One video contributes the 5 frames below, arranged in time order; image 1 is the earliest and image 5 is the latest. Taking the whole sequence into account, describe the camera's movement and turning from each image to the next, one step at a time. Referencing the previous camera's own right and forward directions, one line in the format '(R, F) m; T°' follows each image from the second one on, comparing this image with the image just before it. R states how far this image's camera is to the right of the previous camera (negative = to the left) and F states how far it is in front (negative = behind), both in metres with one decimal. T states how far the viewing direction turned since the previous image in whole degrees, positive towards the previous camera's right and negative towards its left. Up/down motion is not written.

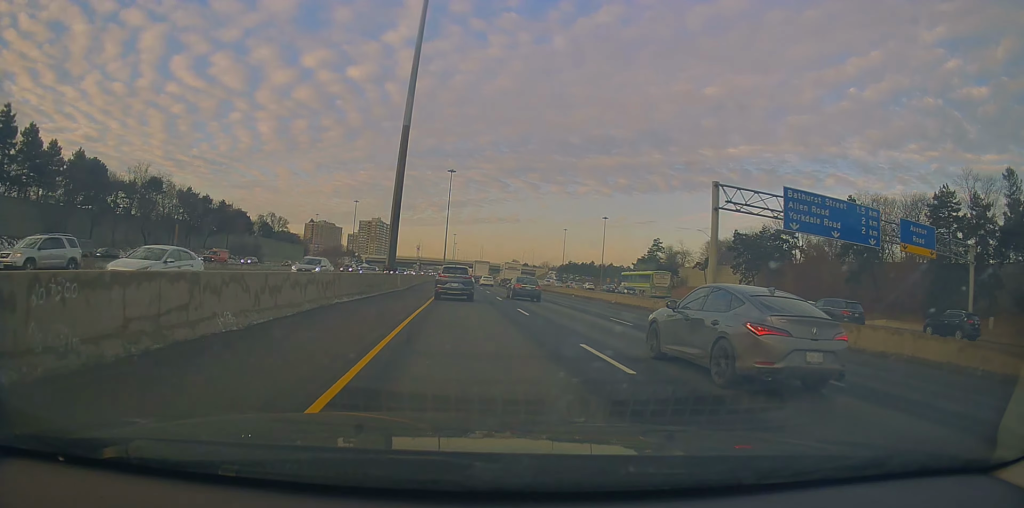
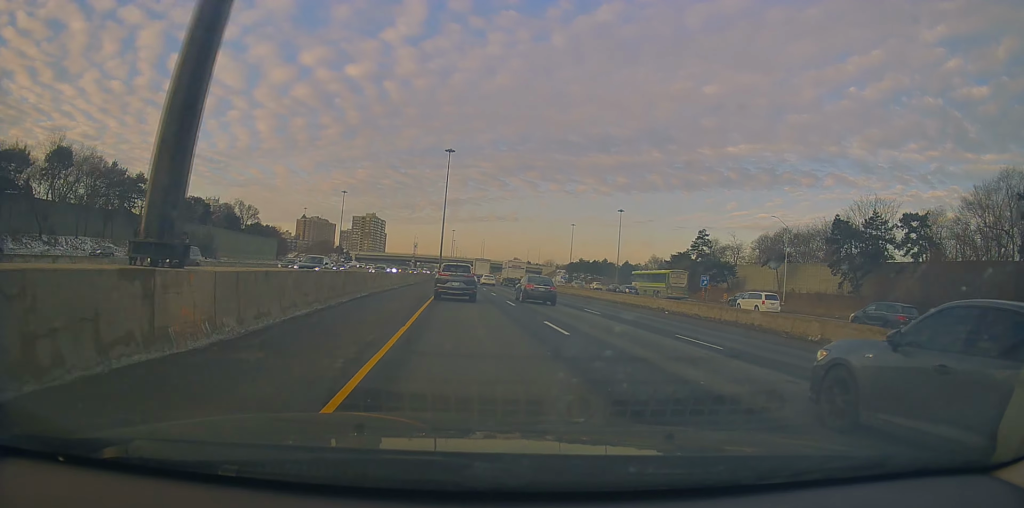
(+0.1, +30.5) m; +1°
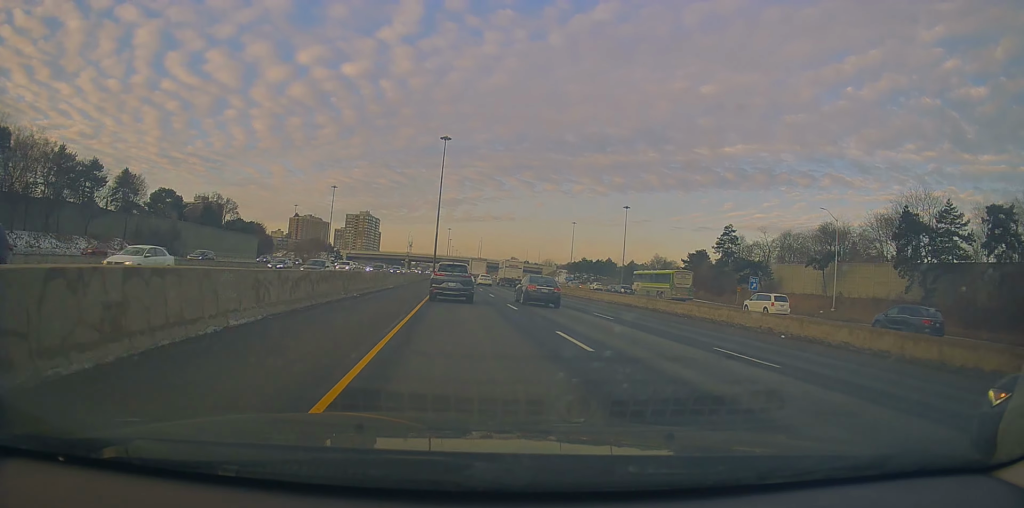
(+0.1, +14.9) m; 0°
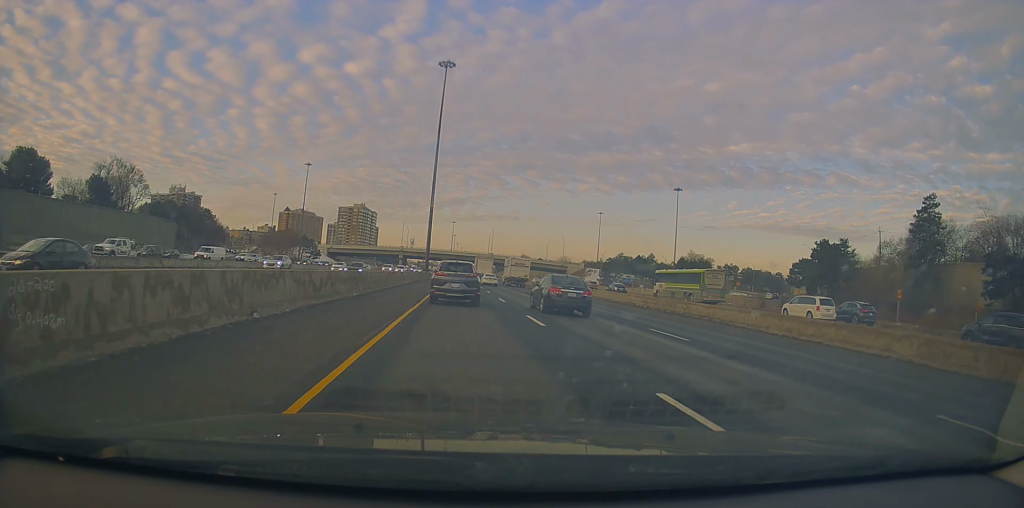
(+0.1, +56.4) m; +1°
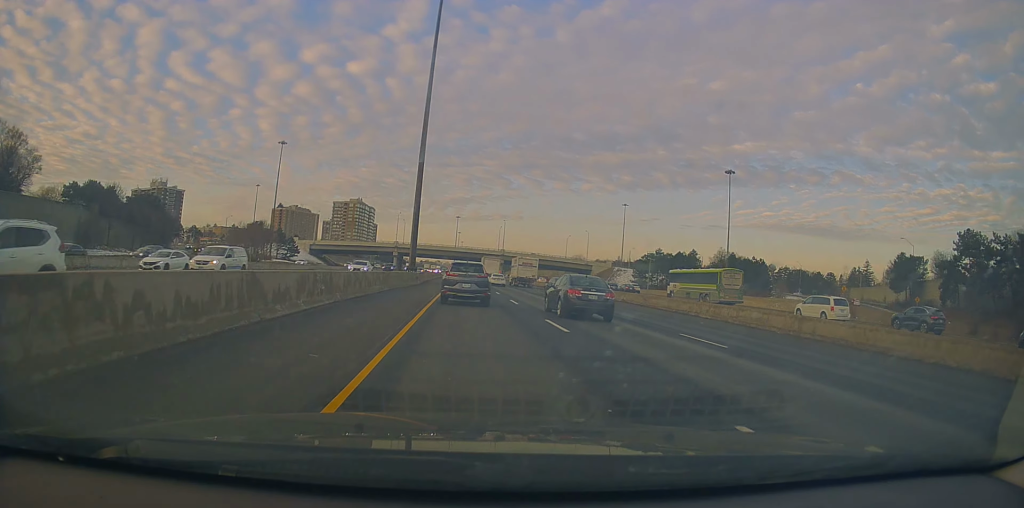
(-0.4, +37.8) m; -2°
